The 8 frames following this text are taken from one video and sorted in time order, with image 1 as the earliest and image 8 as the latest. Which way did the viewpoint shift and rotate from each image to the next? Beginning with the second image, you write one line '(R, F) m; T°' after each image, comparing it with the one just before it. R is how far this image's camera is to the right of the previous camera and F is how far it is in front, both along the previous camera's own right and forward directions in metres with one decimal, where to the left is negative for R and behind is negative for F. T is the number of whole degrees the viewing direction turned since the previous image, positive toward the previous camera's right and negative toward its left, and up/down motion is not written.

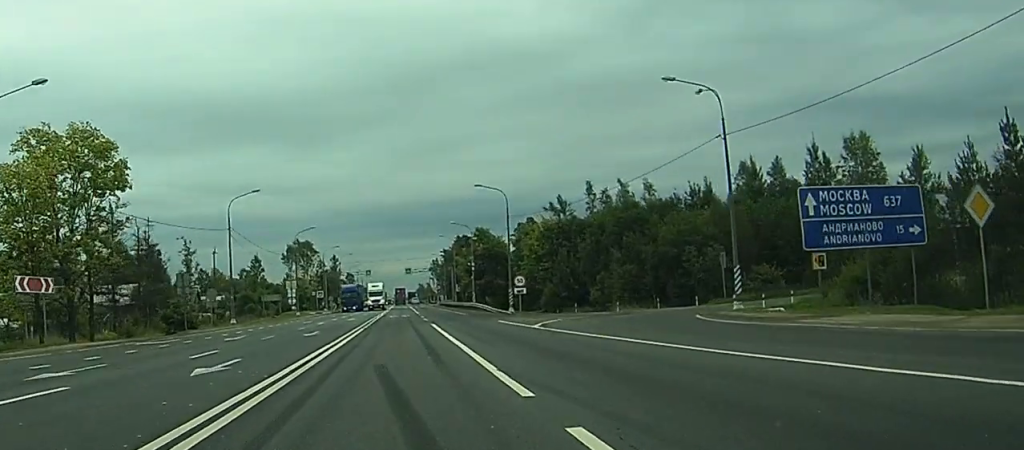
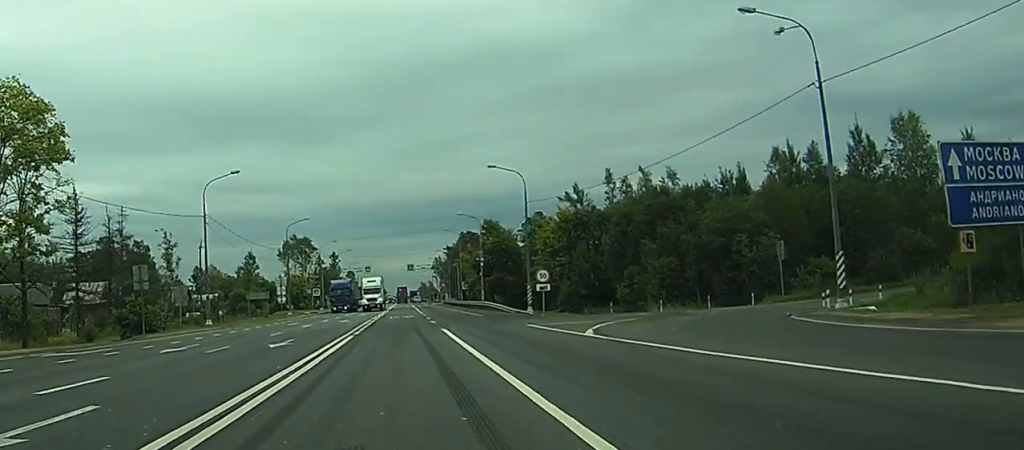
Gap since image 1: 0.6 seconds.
(0.0, +10.2) m; 0°
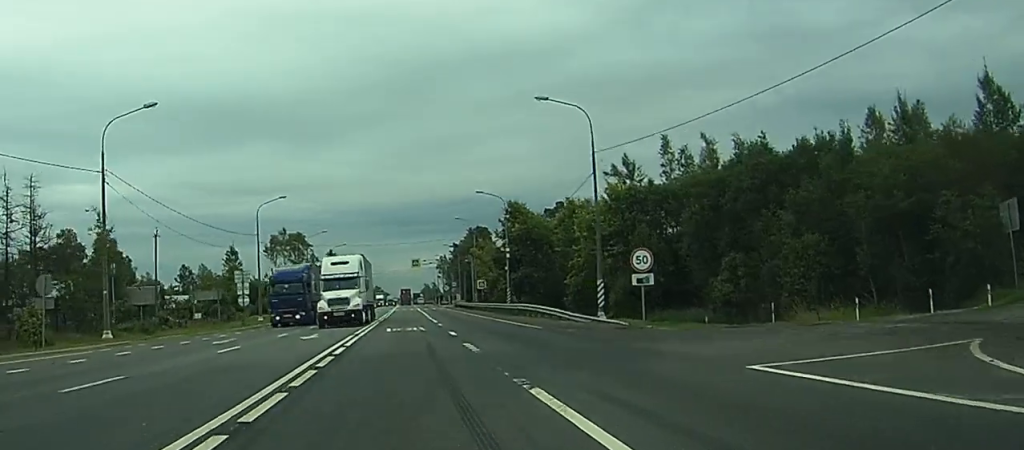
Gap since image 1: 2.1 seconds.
(0.0, +23.0) m; 0°
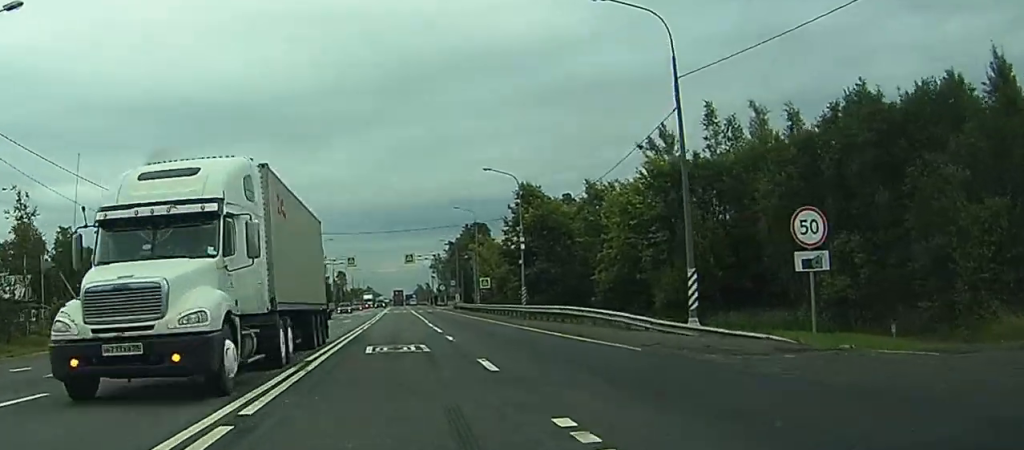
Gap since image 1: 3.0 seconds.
(0.0, +14.9) m; 0°
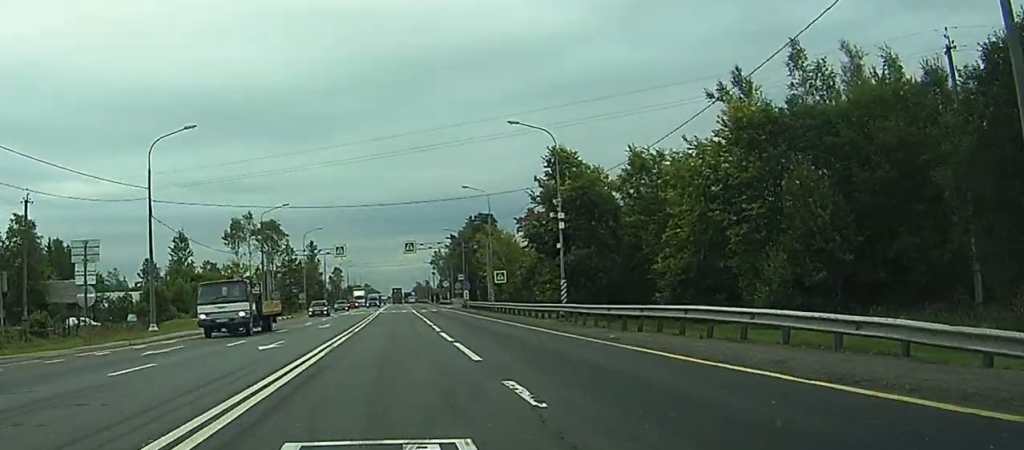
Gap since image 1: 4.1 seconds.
(0.0, +16.6) m; 0°
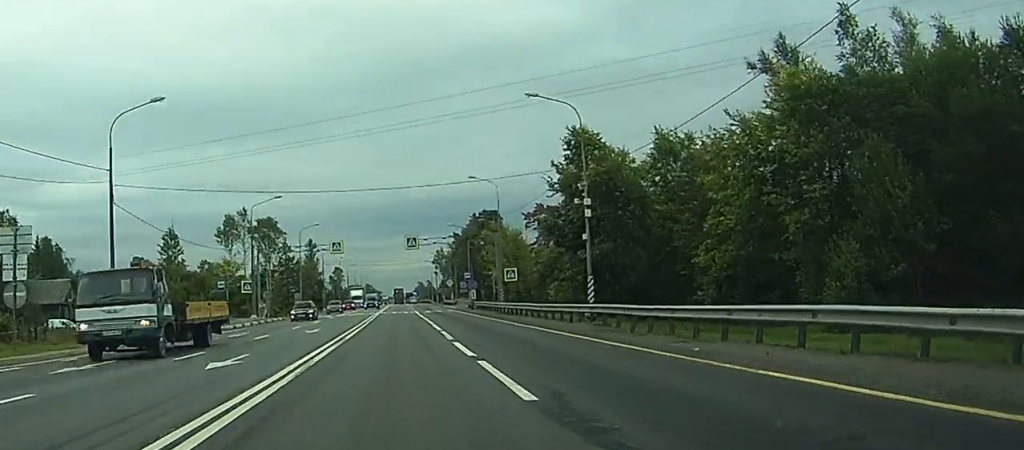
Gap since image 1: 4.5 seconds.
(0.0, +6.6) m; 0°
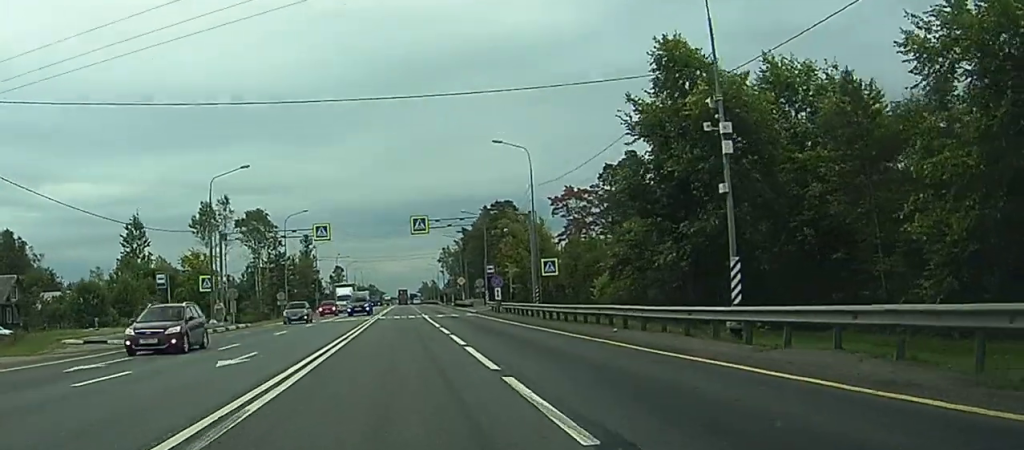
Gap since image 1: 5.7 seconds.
(+0.2, +18.0) m; +1°
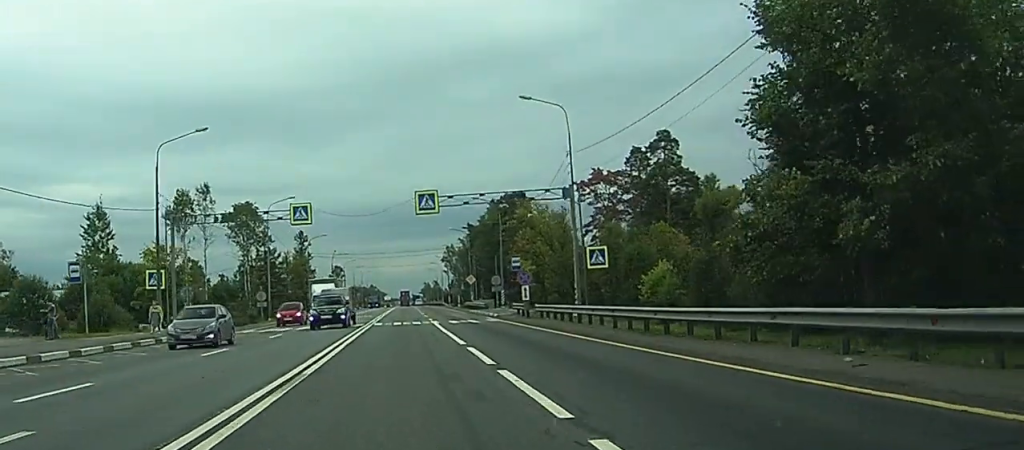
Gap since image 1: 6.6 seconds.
(0.0, +13.3) m; 0°
